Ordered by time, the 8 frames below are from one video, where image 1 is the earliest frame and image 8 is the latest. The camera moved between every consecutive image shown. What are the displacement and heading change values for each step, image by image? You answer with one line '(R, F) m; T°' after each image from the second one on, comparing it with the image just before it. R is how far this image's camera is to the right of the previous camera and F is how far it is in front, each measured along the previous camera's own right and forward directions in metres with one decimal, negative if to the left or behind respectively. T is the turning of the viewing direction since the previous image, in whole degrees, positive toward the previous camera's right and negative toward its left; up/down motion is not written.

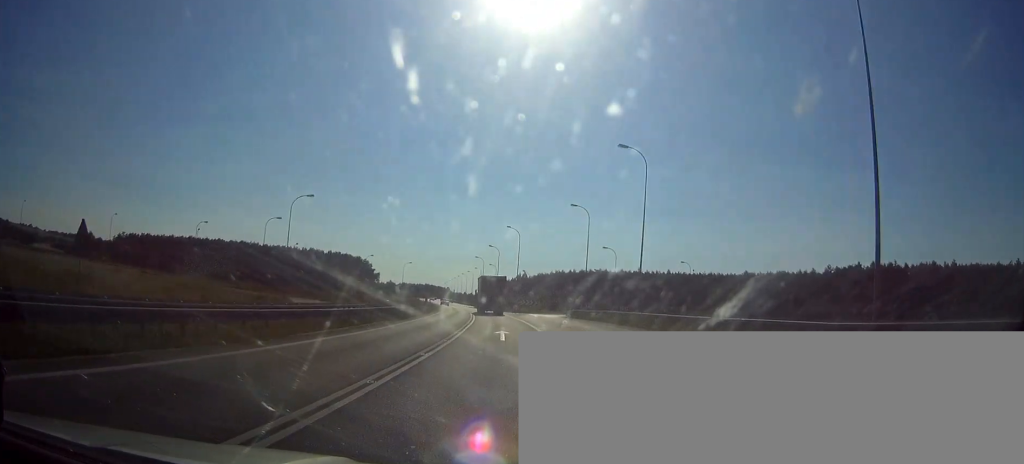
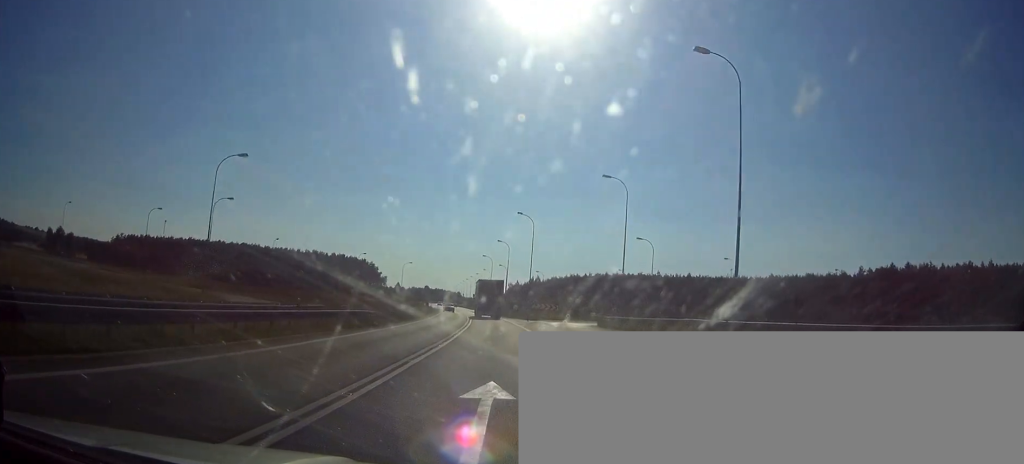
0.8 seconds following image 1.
(-0.2, +19.8) m; -1°
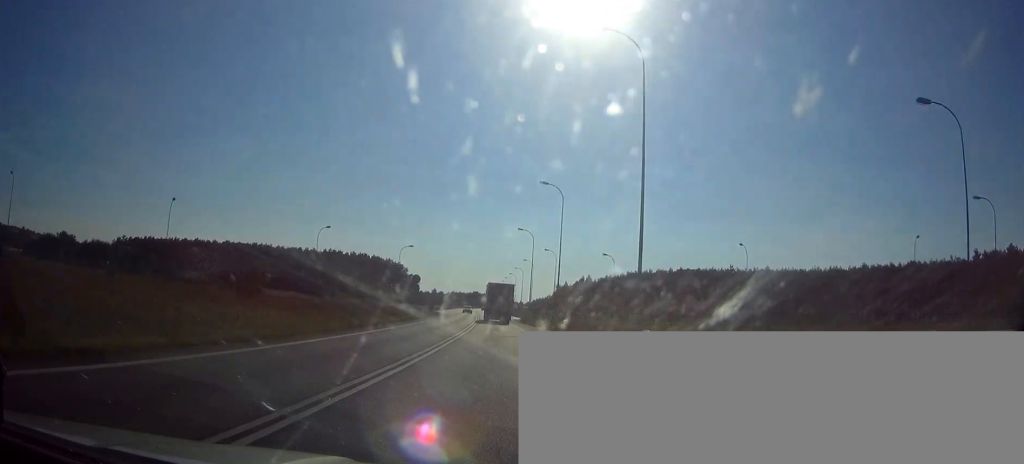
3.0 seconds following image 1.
(-1.5, +55.1) m; -4°
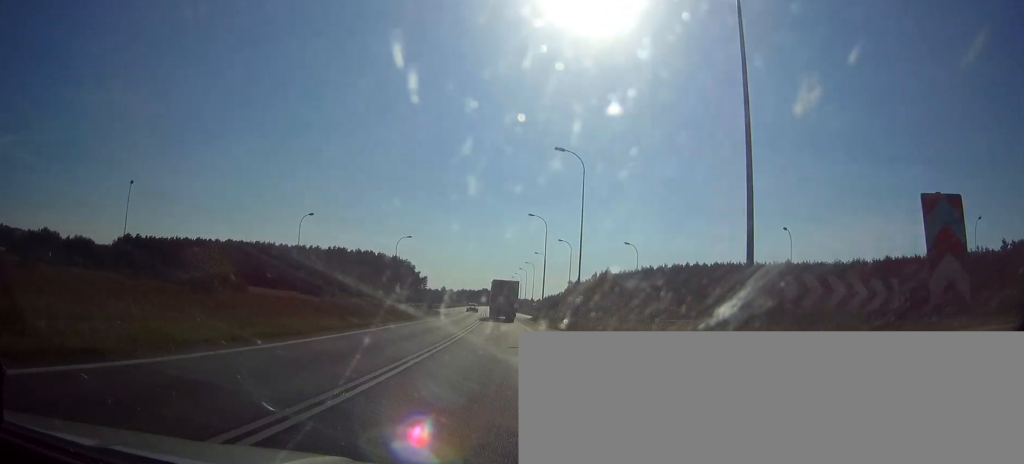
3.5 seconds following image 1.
(-0.2, +11.7) m; -1°
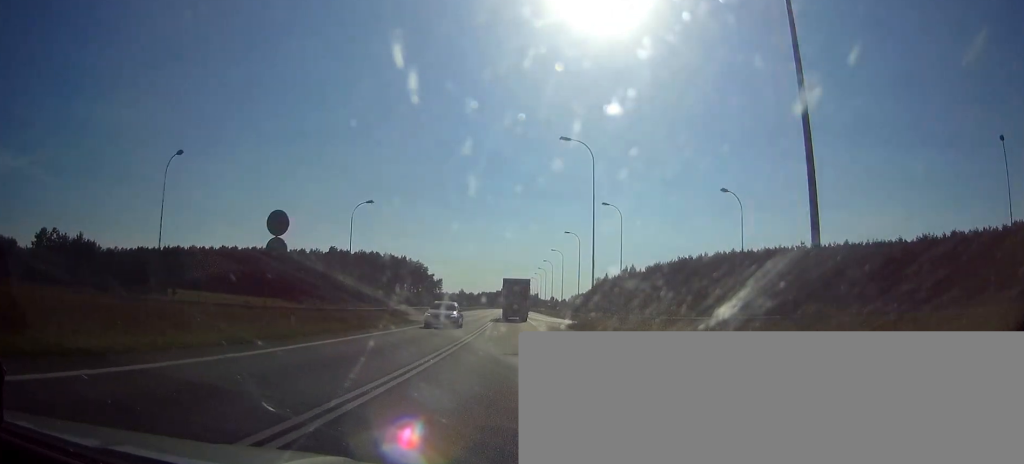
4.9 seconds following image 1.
(-0.5, +35.7) m; -2°
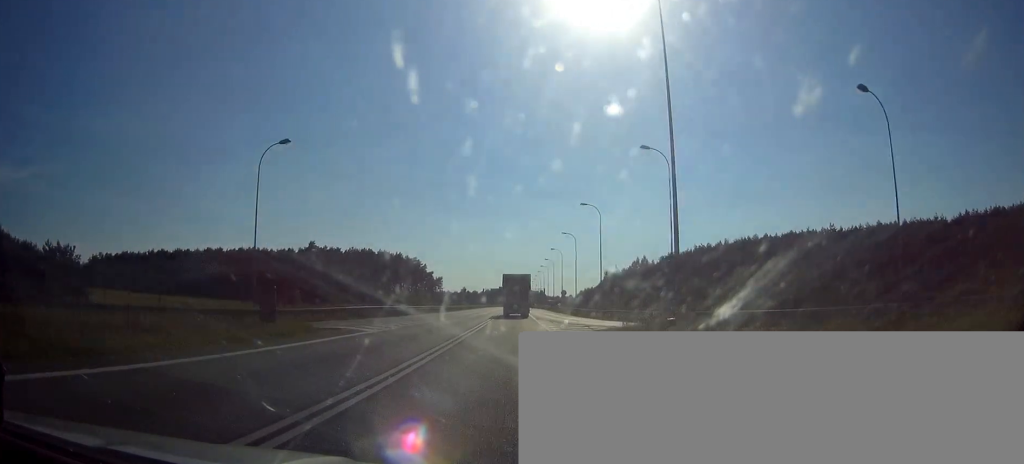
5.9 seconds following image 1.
(-0.3, +23.3) m; -1°
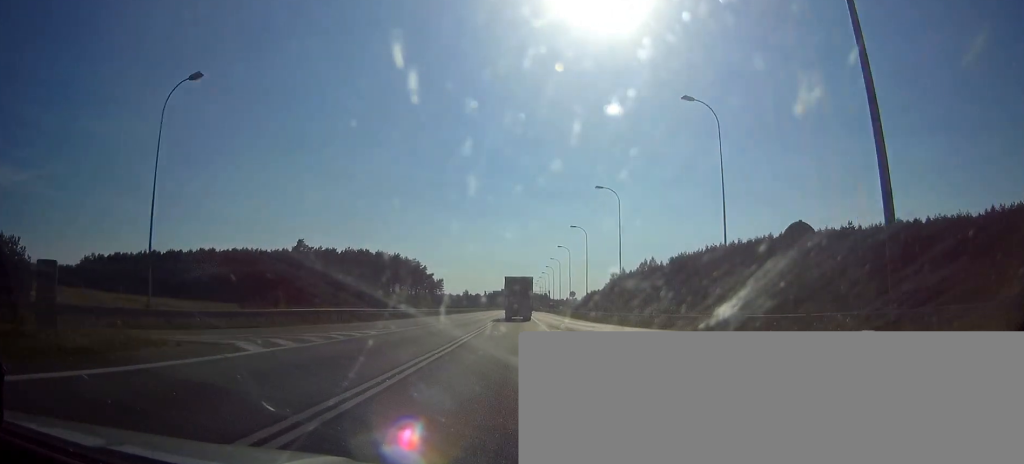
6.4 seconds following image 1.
(0.0, +12.4) m; 0°
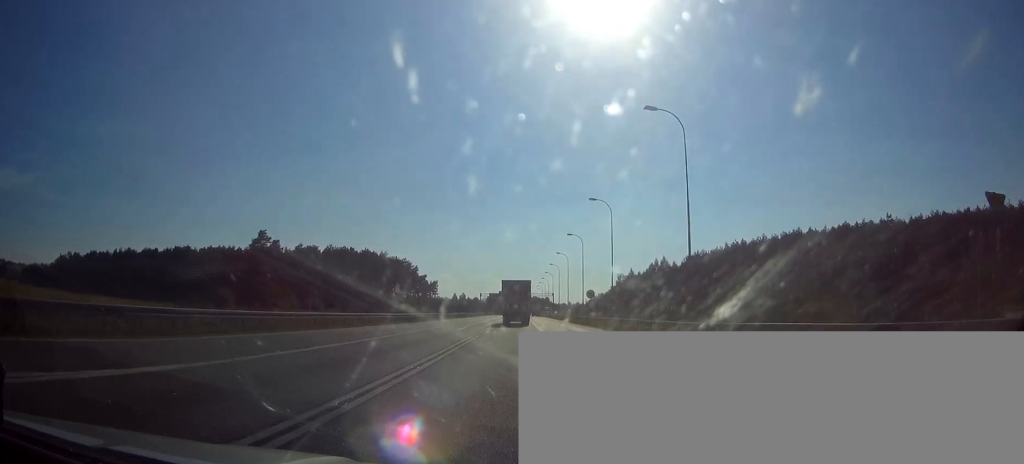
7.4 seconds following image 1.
(-0.1, +26.4) m; 0°
